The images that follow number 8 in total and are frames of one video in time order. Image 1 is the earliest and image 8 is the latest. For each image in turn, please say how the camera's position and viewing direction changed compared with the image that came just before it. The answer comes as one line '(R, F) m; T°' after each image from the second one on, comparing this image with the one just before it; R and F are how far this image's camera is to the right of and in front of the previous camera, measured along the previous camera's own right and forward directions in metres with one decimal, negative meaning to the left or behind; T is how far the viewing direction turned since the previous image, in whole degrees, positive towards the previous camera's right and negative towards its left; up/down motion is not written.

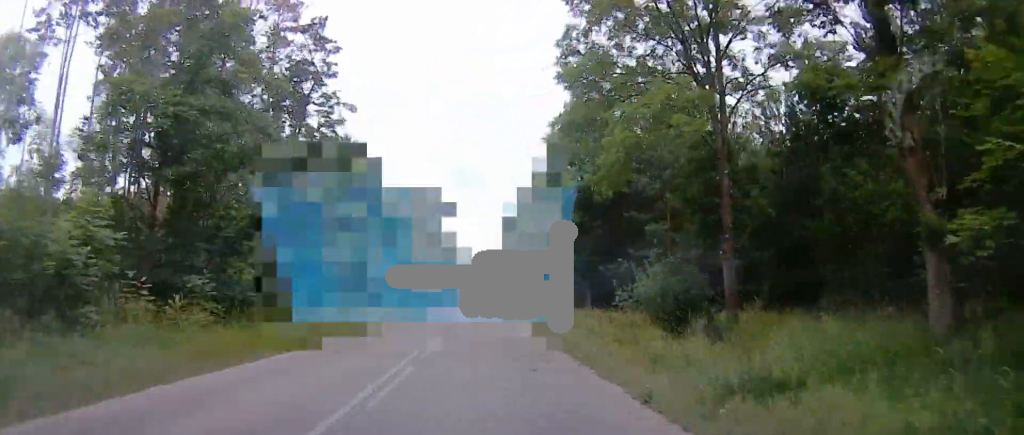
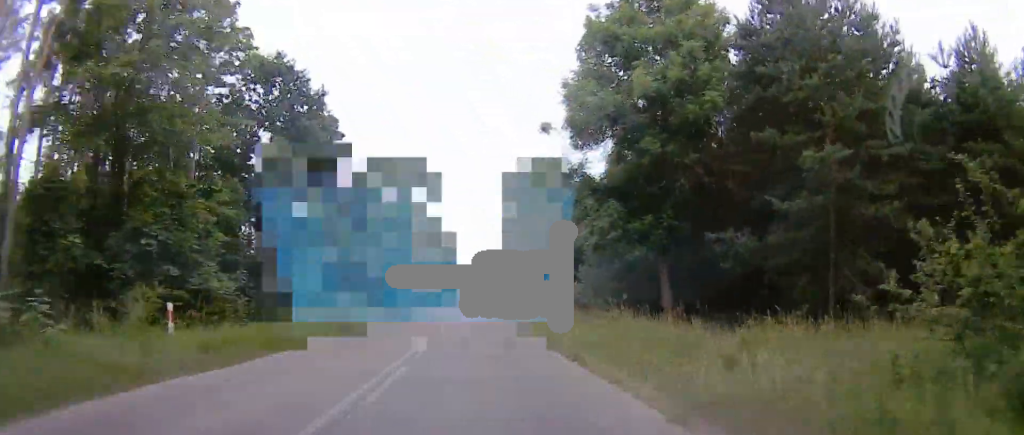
(+4.3, +22.2) m; +16°
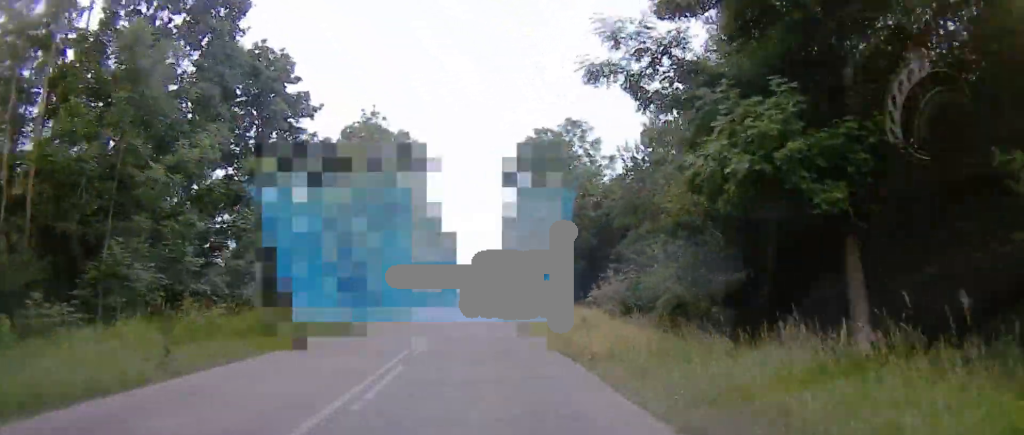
(+1.8, +15.5) m; +7°
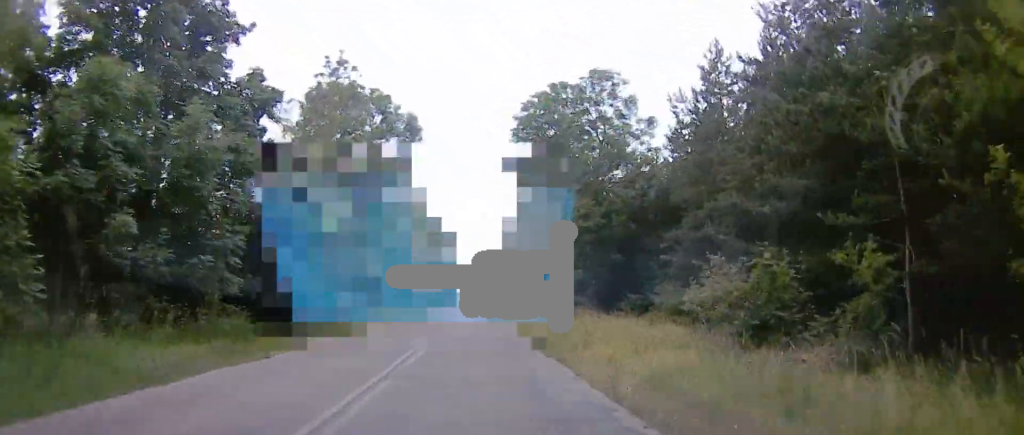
(+1.0, +15.2) m; -2°
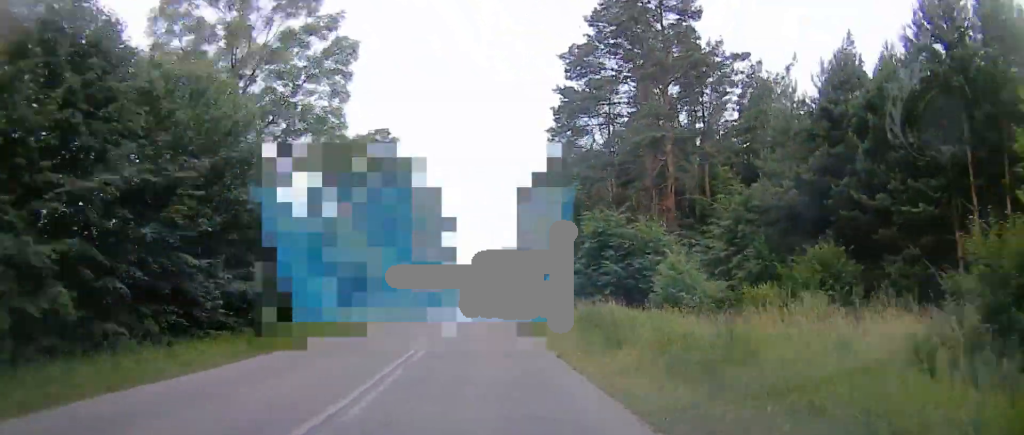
(-7.5, +39.7) m; -17°
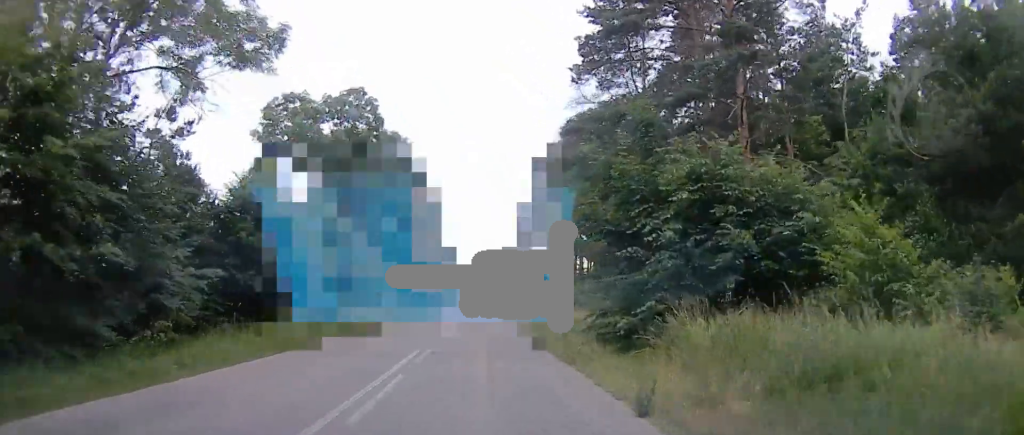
(-0.1, +10.1) m; -1°
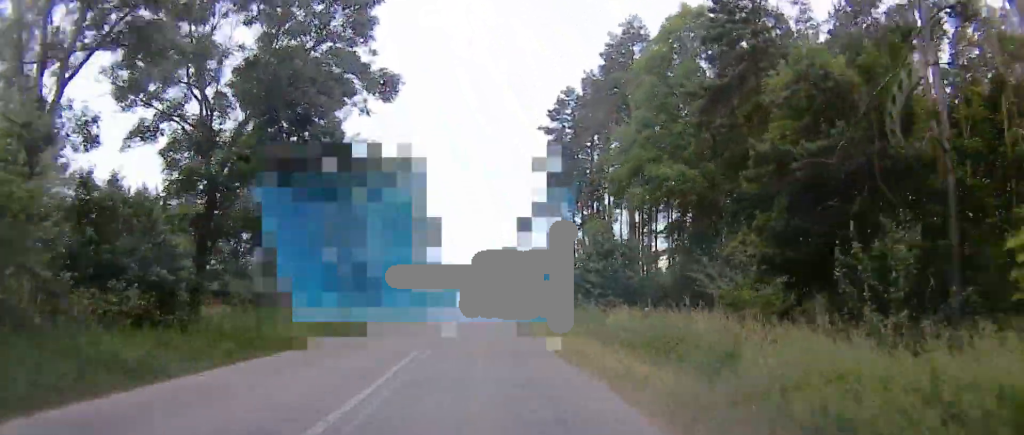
(-0.2, +25.2) m; -3°
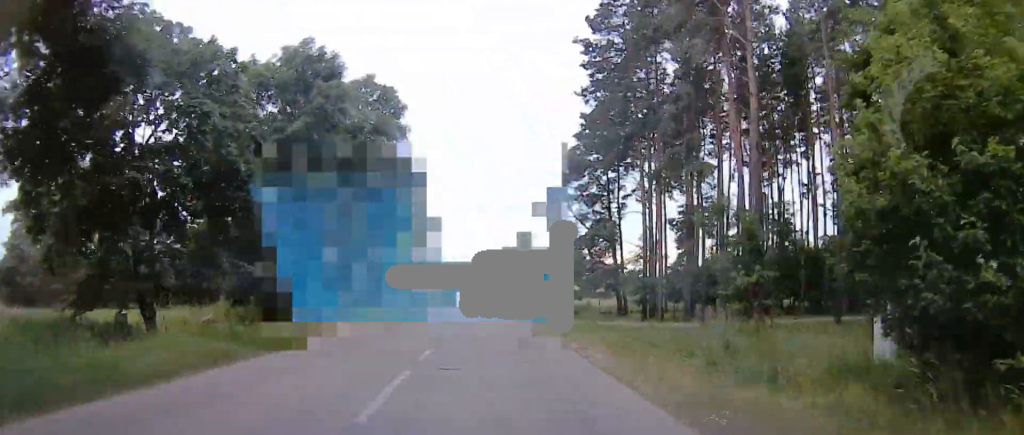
(-1.1, +20.8) m; -5°
